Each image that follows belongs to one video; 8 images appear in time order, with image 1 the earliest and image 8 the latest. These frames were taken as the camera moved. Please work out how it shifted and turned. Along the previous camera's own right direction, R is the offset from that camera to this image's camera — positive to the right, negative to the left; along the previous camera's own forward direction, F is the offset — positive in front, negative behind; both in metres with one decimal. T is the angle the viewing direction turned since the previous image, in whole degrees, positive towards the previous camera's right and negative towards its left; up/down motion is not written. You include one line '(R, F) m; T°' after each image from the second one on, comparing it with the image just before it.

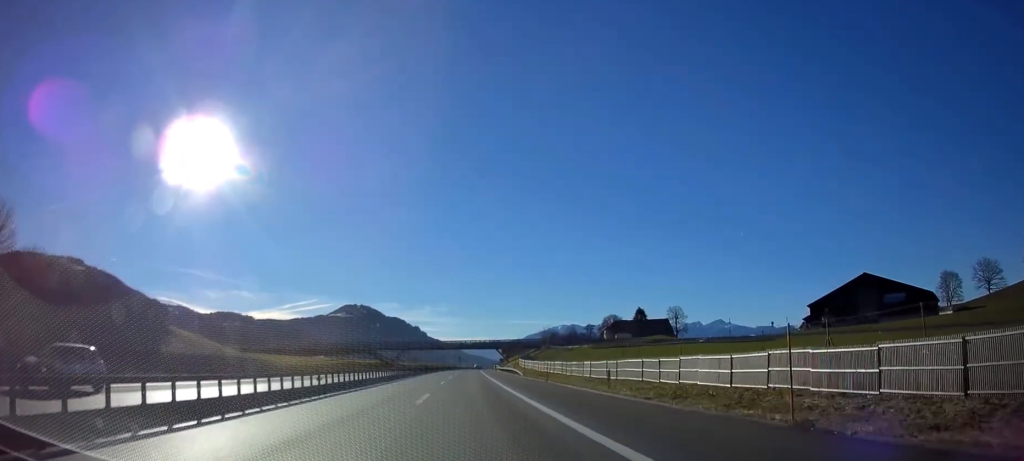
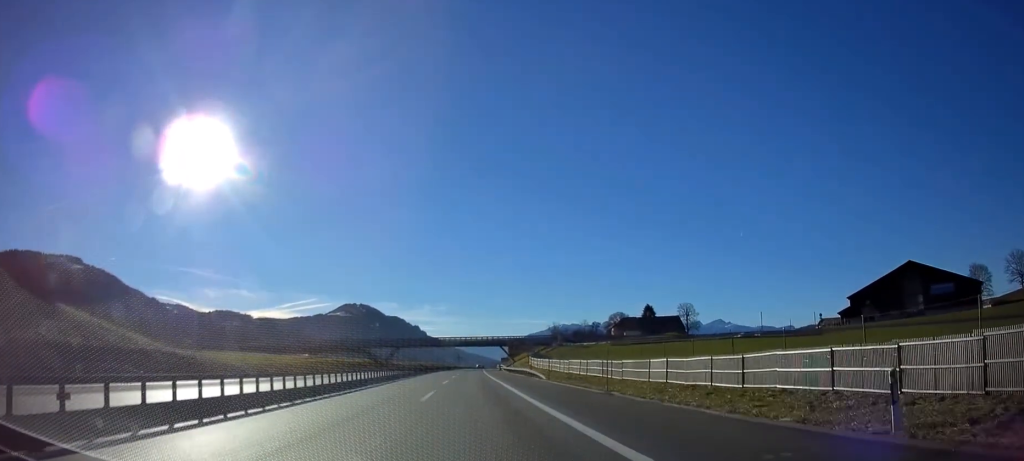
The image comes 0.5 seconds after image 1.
(0.0, +18.1) m; 0°
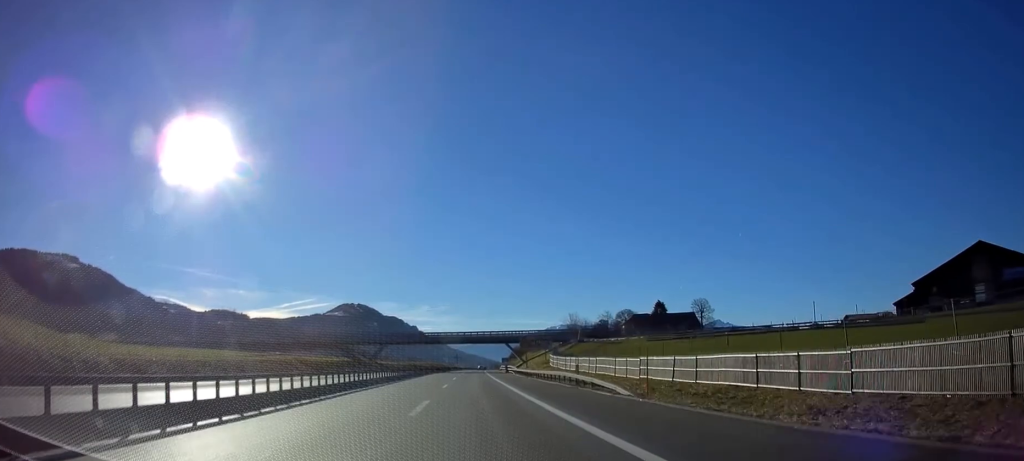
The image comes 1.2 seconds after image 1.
(0.0, +22.6) m; 0°
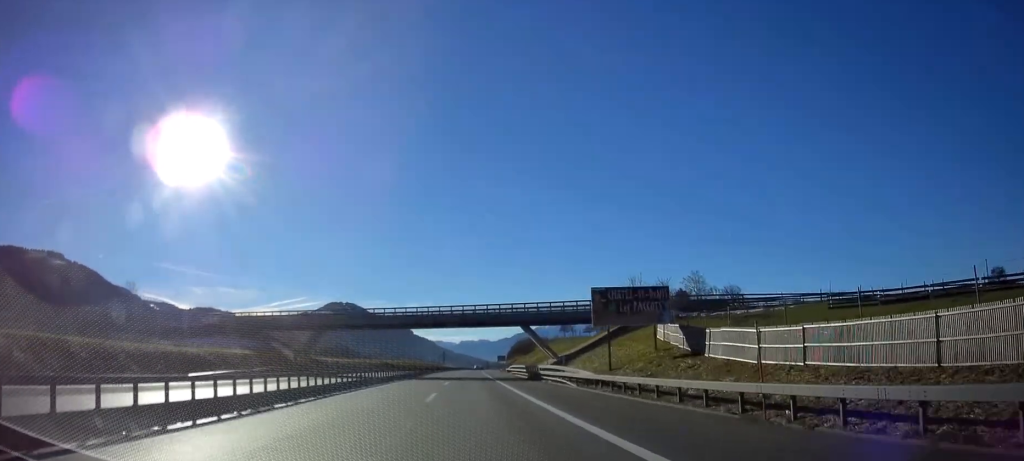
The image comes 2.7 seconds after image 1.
(+0.5, +49.6) m; +1°
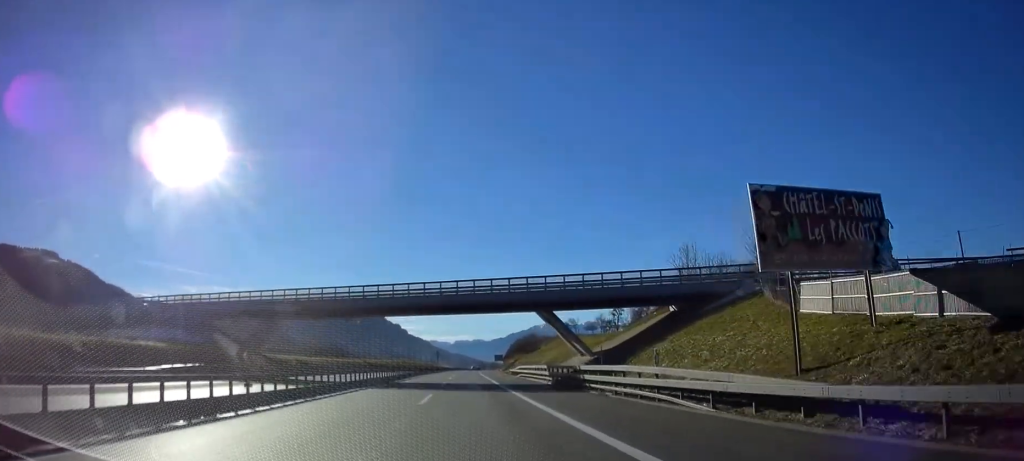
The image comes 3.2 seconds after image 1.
(0.0, +18.0) m; 0°
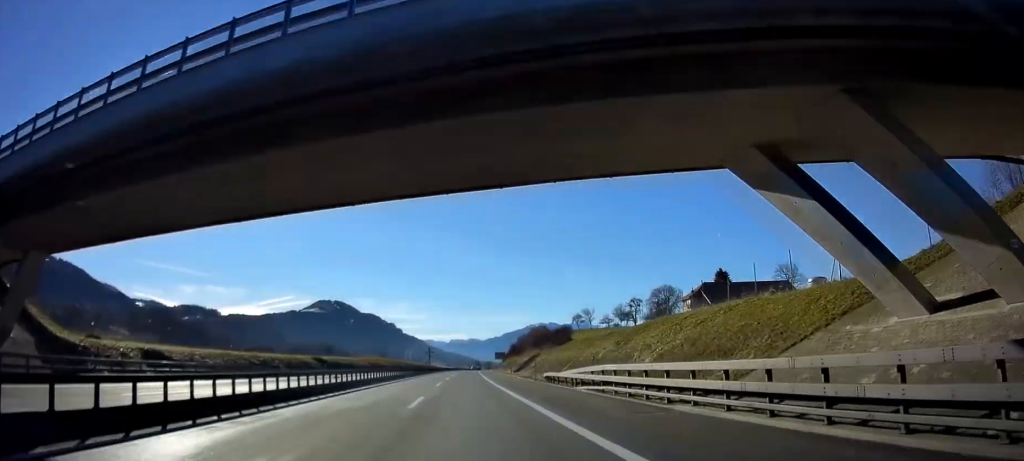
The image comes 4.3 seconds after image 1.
(+0.1, +37.3) m; 0°
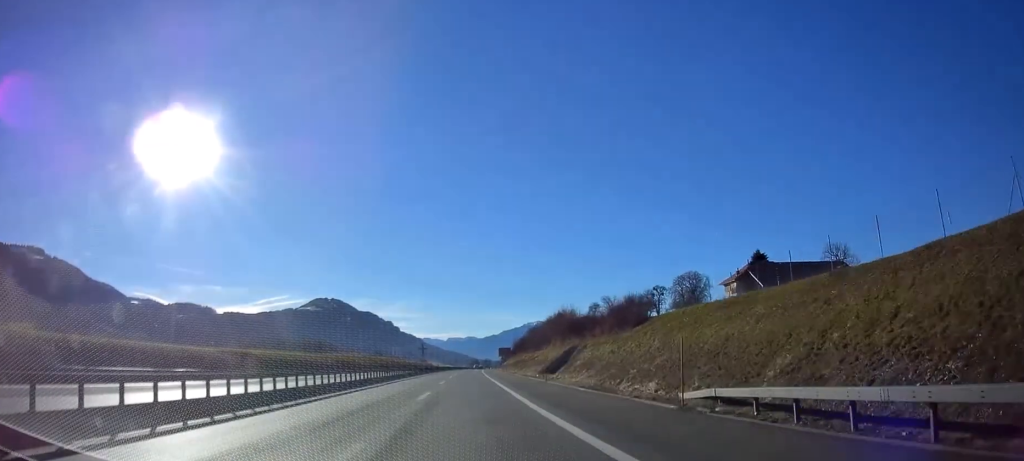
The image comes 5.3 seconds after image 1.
(0.0, +32.7) m; 0°
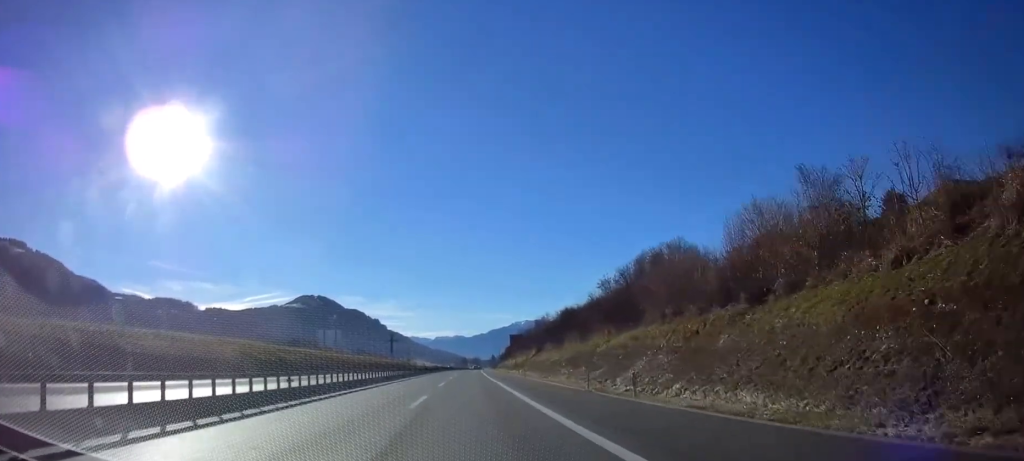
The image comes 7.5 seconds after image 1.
(+1.0, +74.9) m; +1°
